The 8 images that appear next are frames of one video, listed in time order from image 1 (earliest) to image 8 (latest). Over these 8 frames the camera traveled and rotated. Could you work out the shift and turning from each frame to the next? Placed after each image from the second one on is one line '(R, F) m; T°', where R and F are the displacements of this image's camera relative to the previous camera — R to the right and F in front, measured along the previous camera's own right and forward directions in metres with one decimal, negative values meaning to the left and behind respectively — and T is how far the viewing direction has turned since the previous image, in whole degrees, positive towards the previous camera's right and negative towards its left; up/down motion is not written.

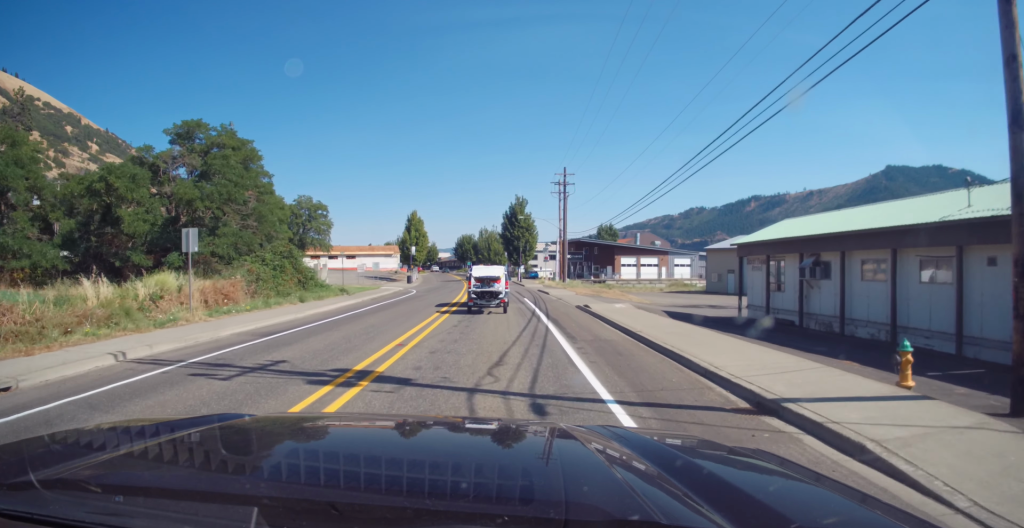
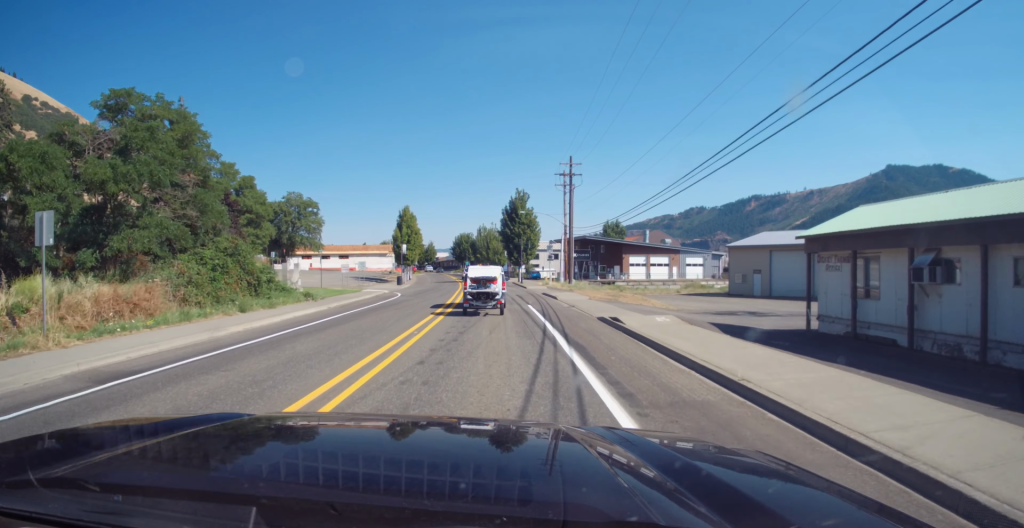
(0.0, +7.6) m; -1°
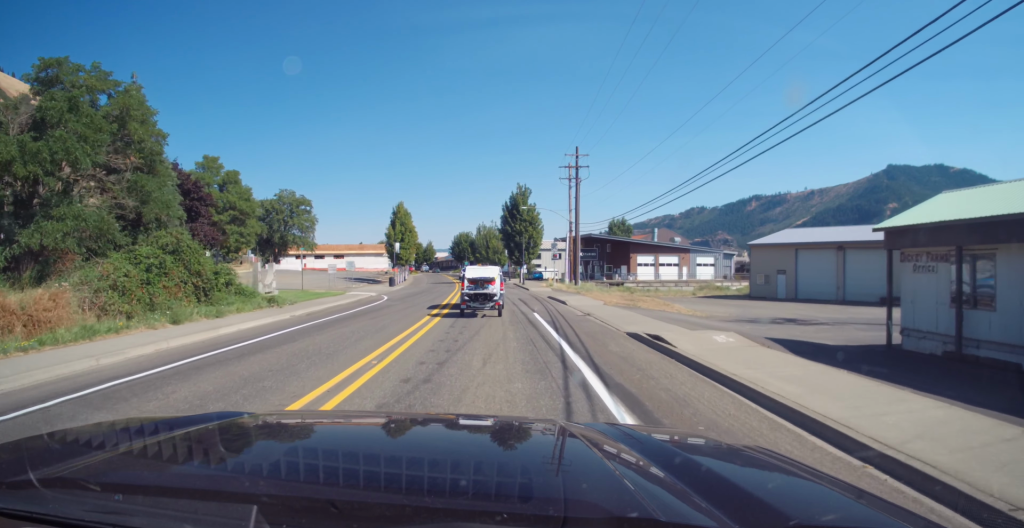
(-0.1, +5.5) m; 0°
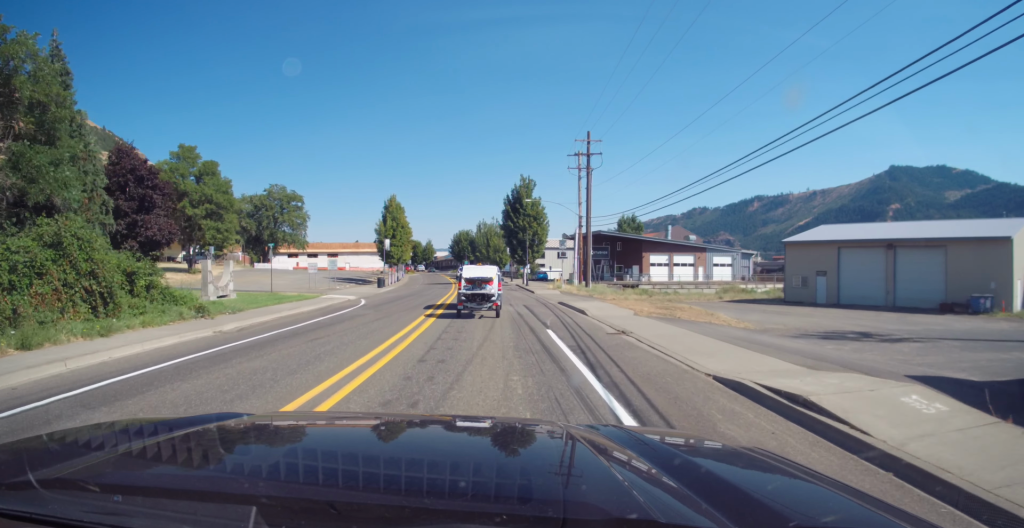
(-0.1, +7.3) m; 0°
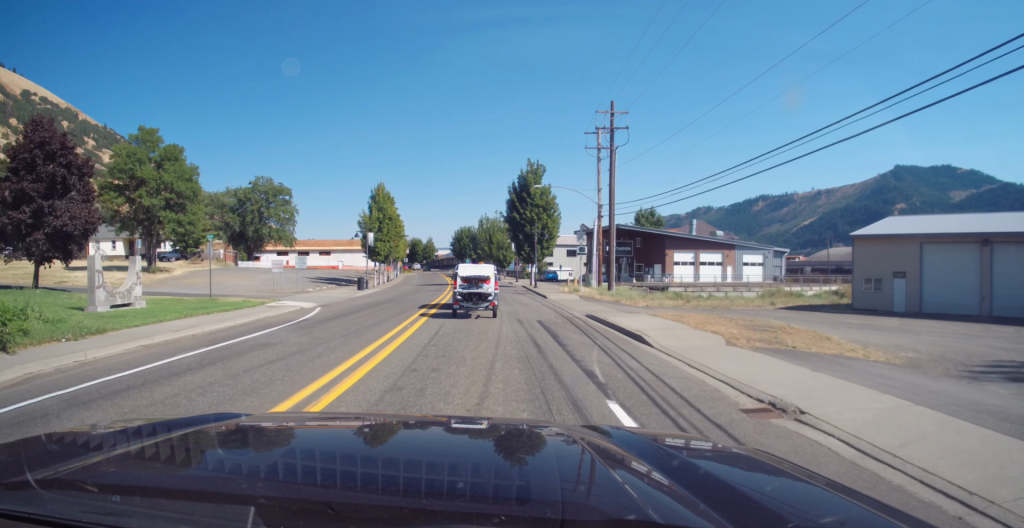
(+0.2, +10.1) m; +1°
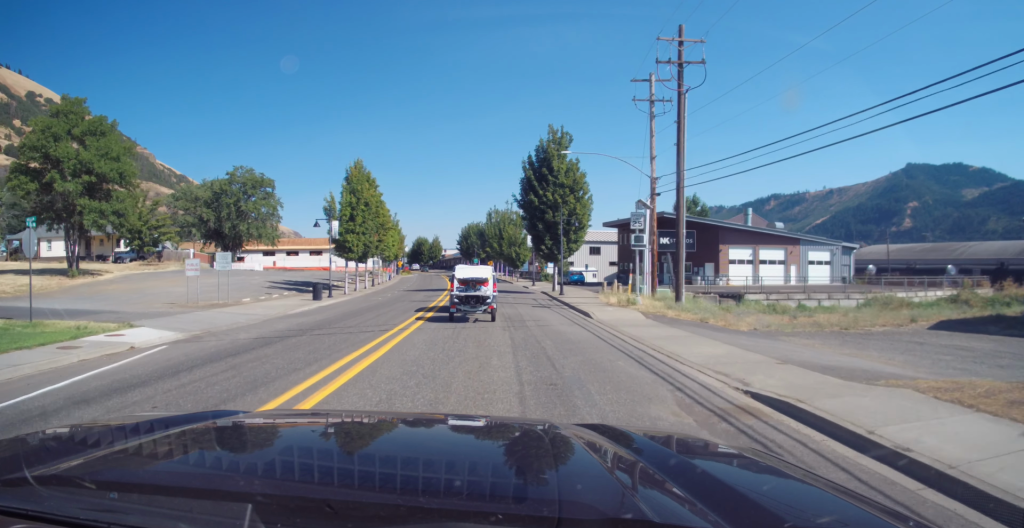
(+0.1, +15.5) m; -1°
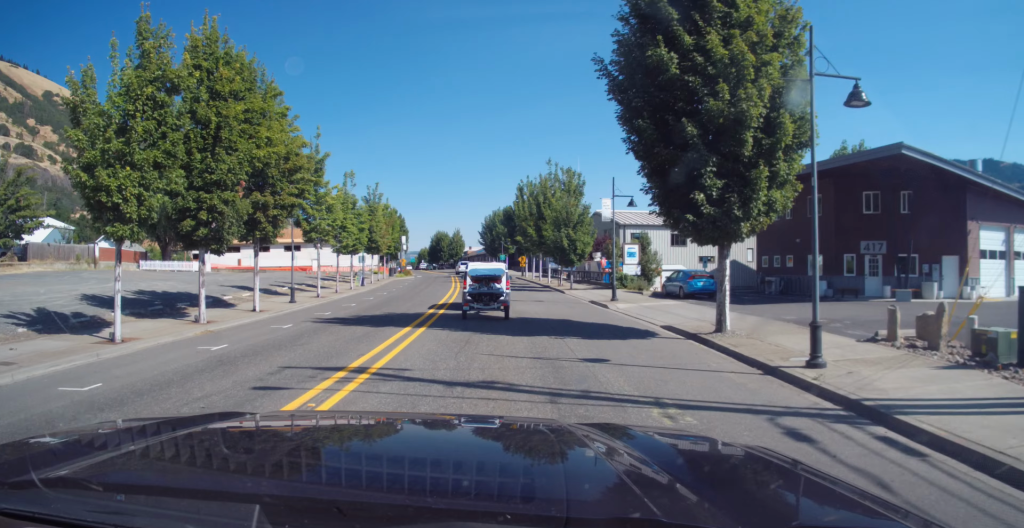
(-1.1, +32.0) m; -3°
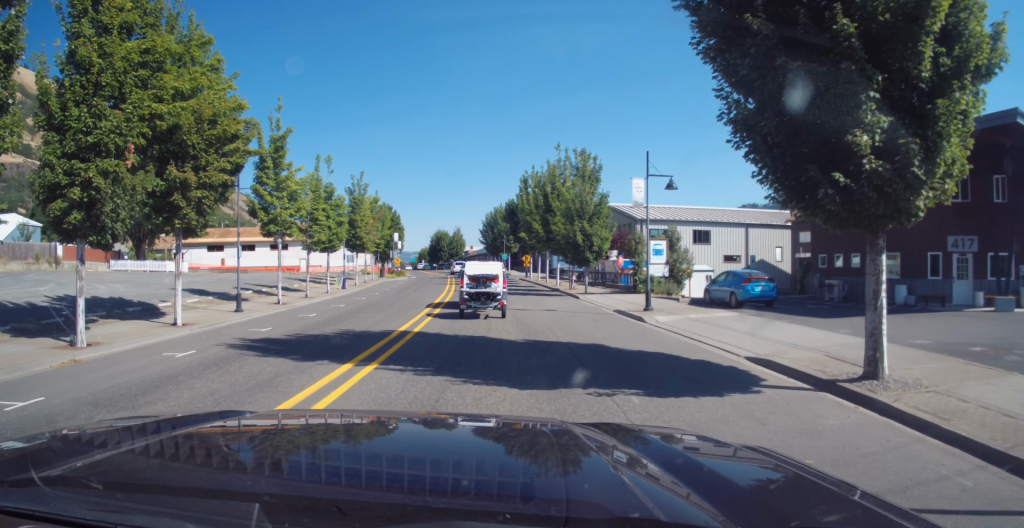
(0.0, +6.8) m; -1°
